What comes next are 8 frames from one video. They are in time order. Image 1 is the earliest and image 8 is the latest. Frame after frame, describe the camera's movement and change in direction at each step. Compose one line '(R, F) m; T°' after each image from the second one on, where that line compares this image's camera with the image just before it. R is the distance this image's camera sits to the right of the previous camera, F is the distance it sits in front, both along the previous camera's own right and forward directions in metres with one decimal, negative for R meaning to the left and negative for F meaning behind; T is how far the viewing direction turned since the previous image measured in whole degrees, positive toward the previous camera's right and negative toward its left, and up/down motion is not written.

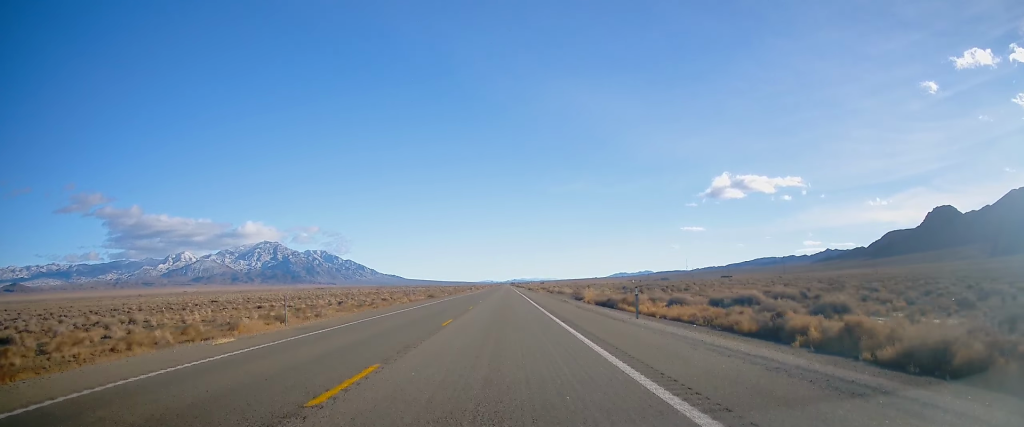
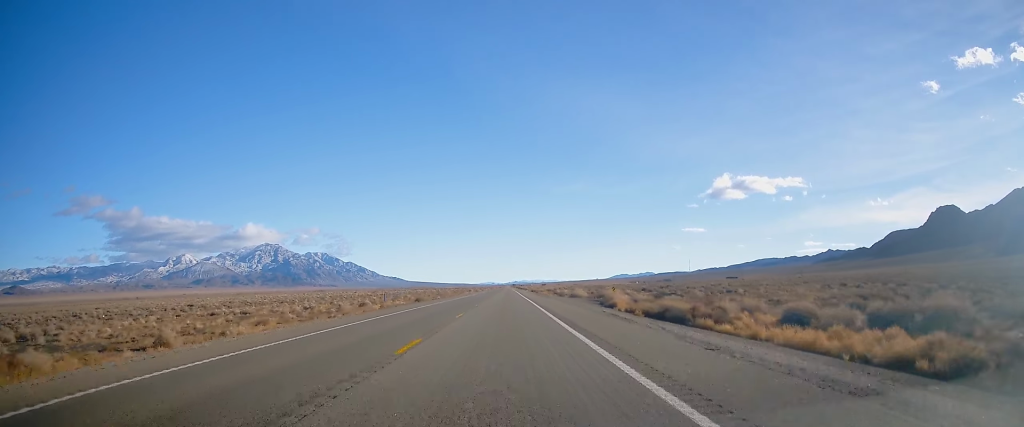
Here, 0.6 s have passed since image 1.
(+0.1, +19.9) m; +1°
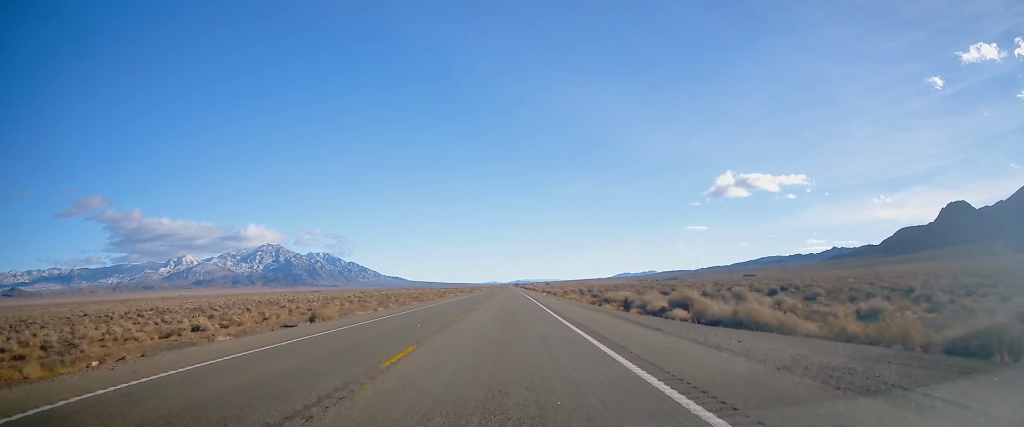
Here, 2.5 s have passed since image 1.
(-0.3, +61.9) m; -1°
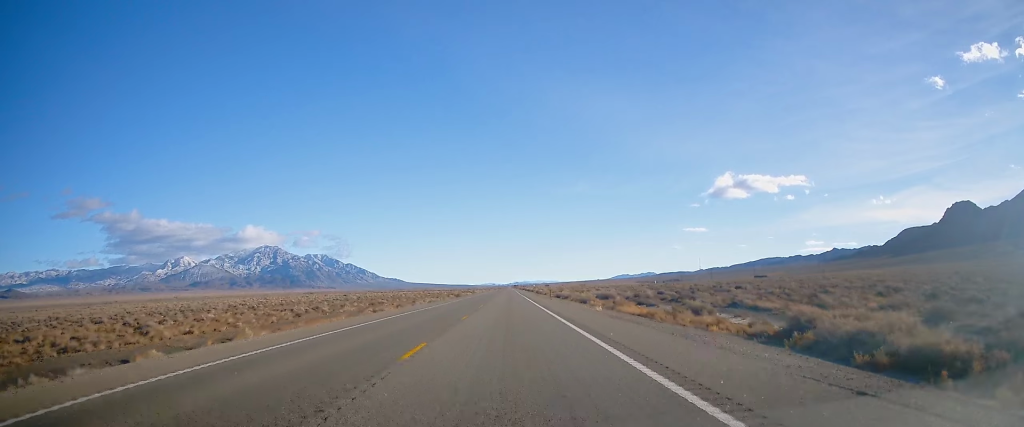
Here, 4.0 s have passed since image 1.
(-0.1, +47.9) m; +1°
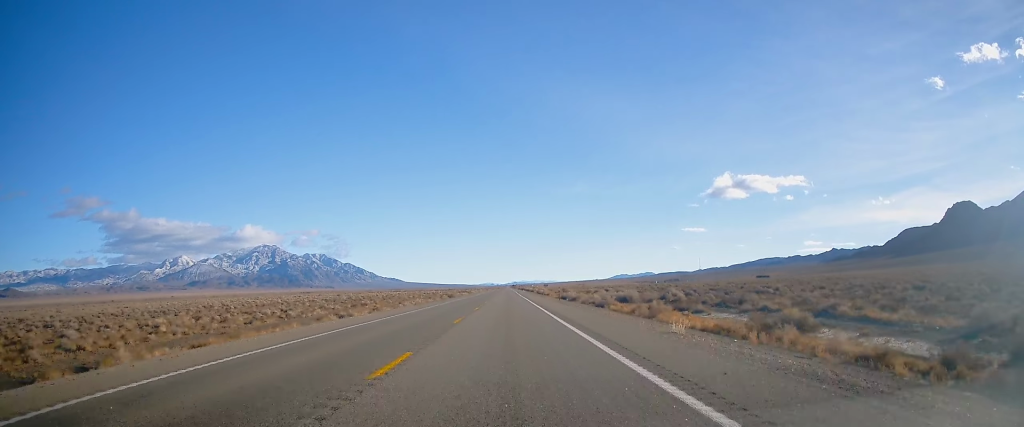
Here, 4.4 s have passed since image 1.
(+0.2, +14.1) m; 0°
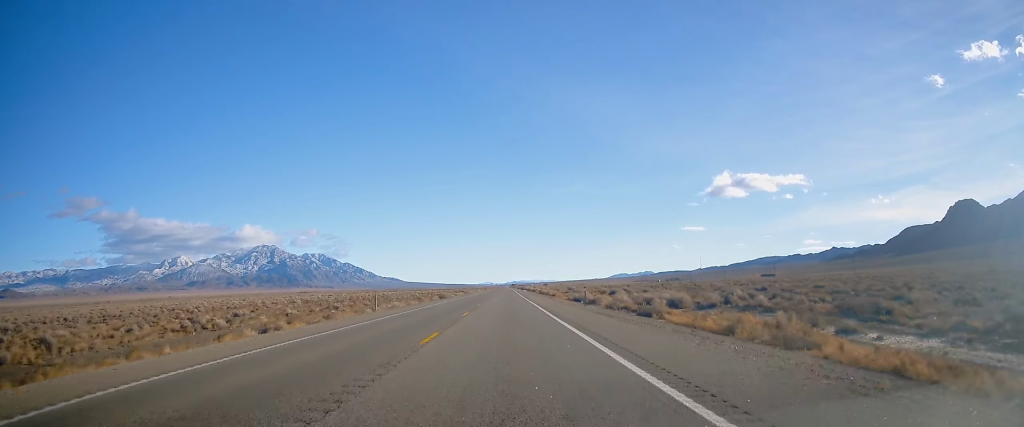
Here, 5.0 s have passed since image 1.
(+0.1, +19.5) m; 0°
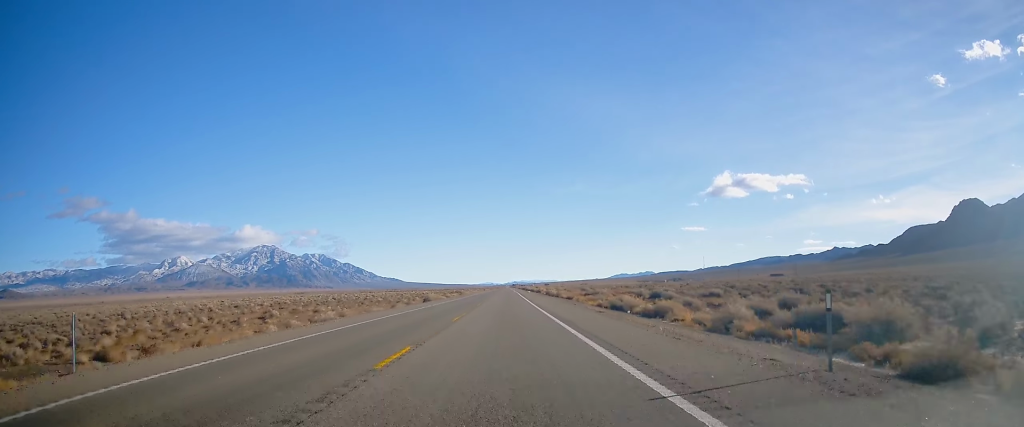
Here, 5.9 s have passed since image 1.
(0.0, +28.2) m; -1°
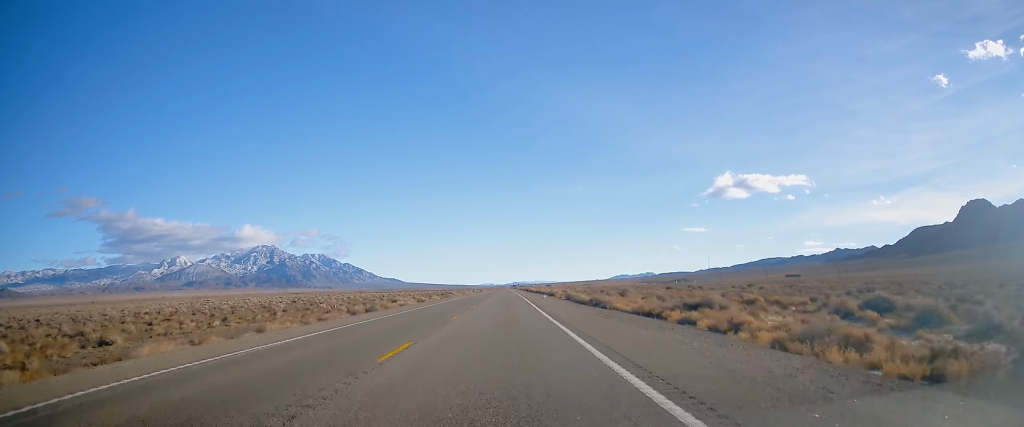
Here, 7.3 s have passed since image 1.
(-0.3, +47.8) m; 0°
